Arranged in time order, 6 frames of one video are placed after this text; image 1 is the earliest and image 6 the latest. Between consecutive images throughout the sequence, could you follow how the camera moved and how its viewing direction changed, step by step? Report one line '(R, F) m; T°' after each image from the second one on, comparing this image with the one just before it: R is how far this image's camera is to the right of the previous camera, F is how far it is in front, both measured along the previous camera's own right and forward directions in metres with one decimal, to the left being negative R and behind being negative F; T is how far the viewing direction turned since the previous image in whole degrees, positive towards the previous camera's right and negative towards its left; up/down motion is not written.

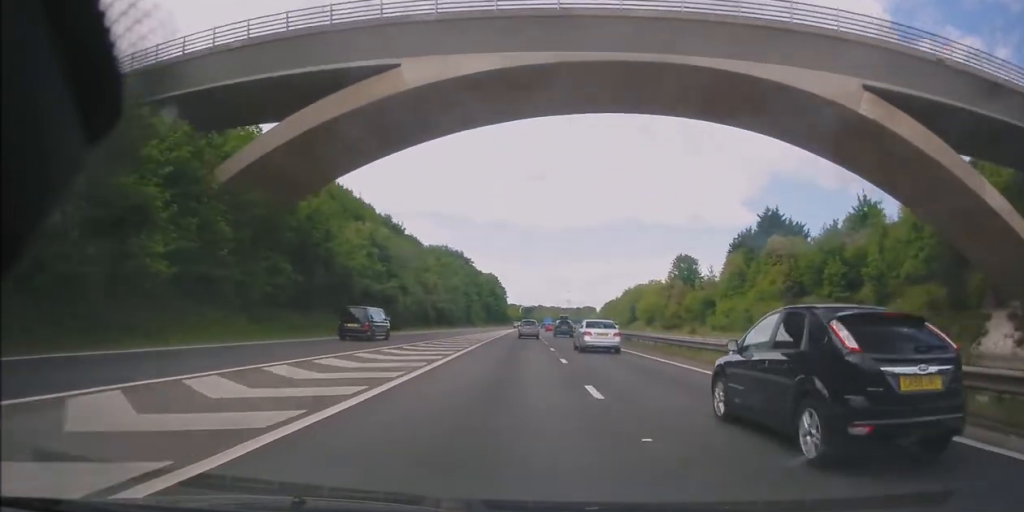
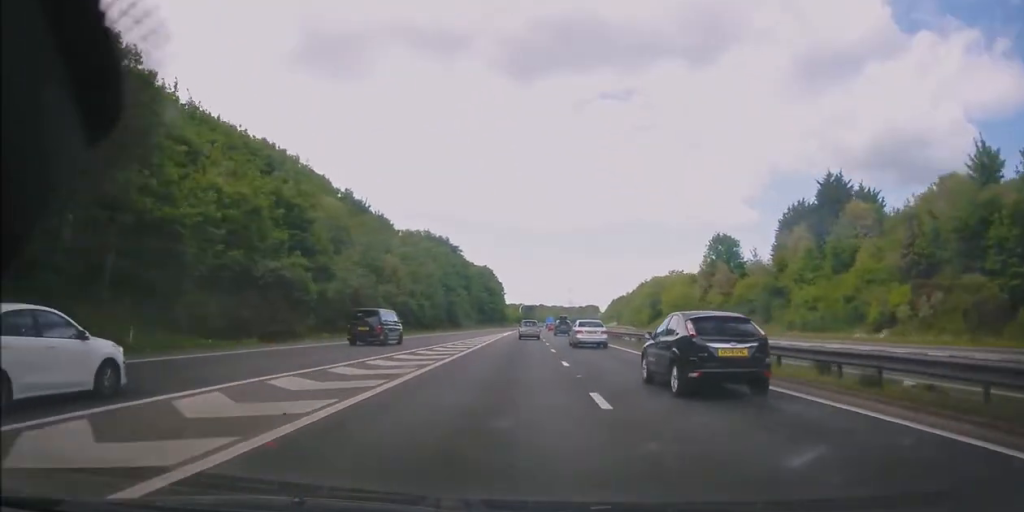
(-0.3, +28.6) m; -1°
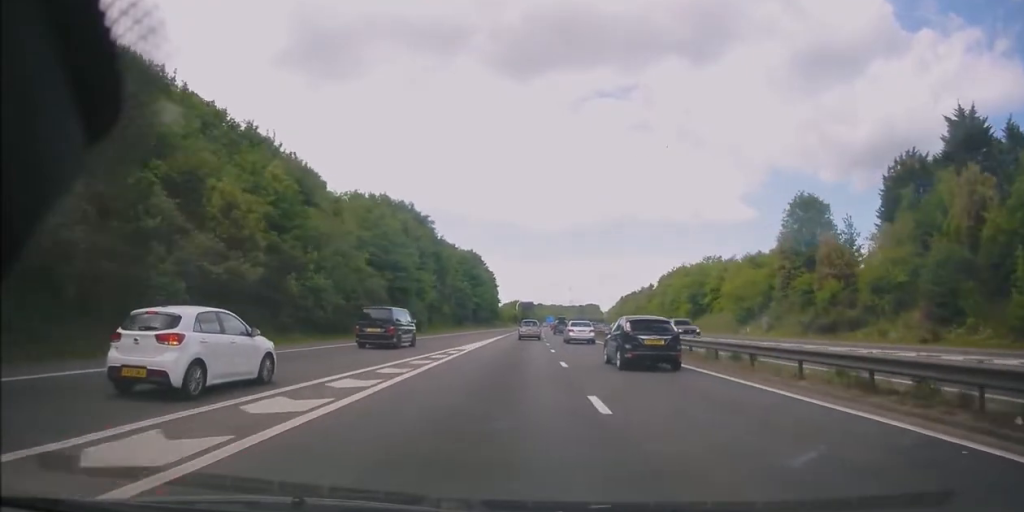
(+0.3, +36.8) m; +1°
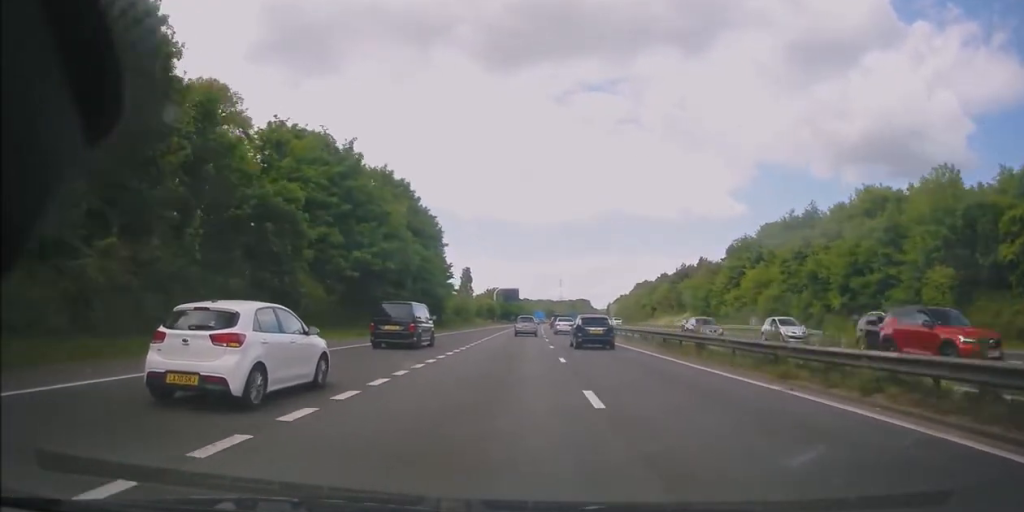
(+1.0, +72.4) m; +1°
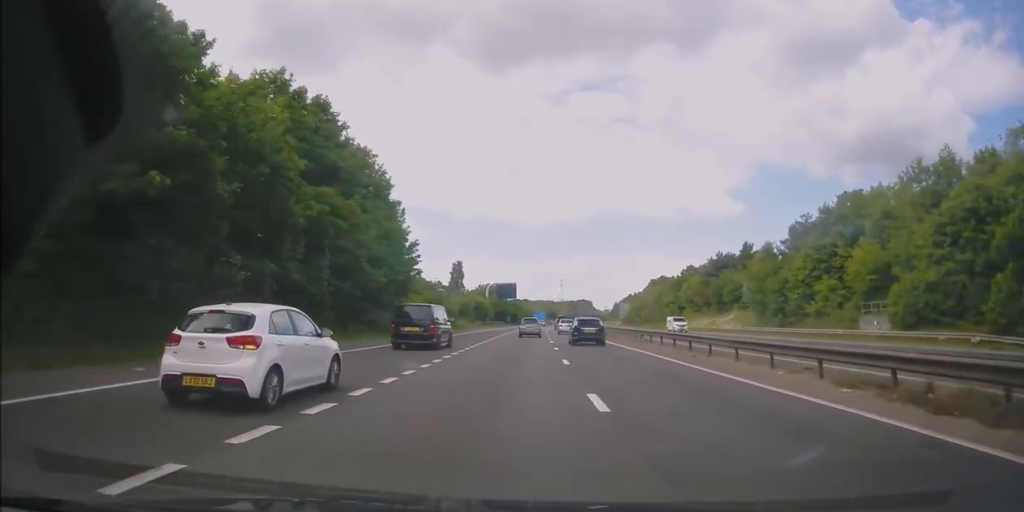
(+0.1, +27.5) m; 0°
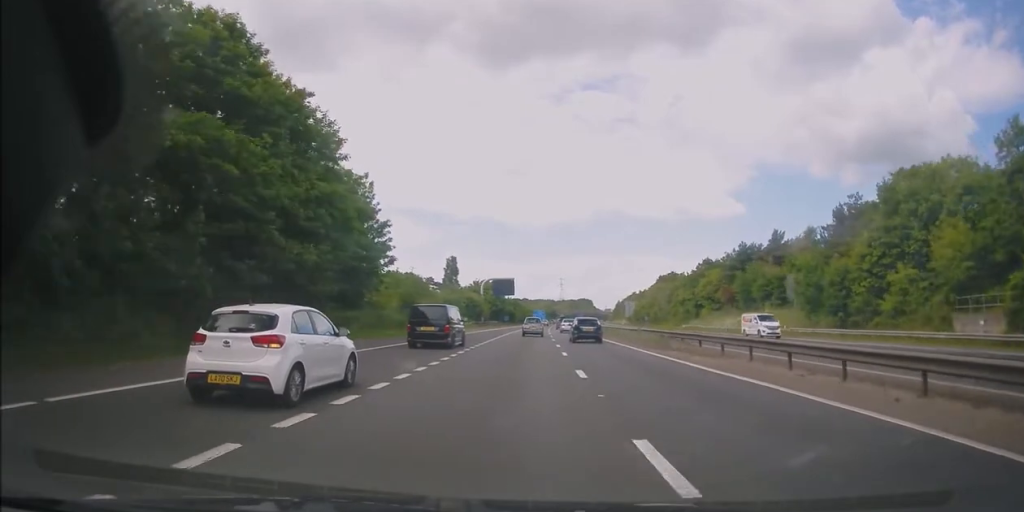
(0.0, +13.2) m; 0°
